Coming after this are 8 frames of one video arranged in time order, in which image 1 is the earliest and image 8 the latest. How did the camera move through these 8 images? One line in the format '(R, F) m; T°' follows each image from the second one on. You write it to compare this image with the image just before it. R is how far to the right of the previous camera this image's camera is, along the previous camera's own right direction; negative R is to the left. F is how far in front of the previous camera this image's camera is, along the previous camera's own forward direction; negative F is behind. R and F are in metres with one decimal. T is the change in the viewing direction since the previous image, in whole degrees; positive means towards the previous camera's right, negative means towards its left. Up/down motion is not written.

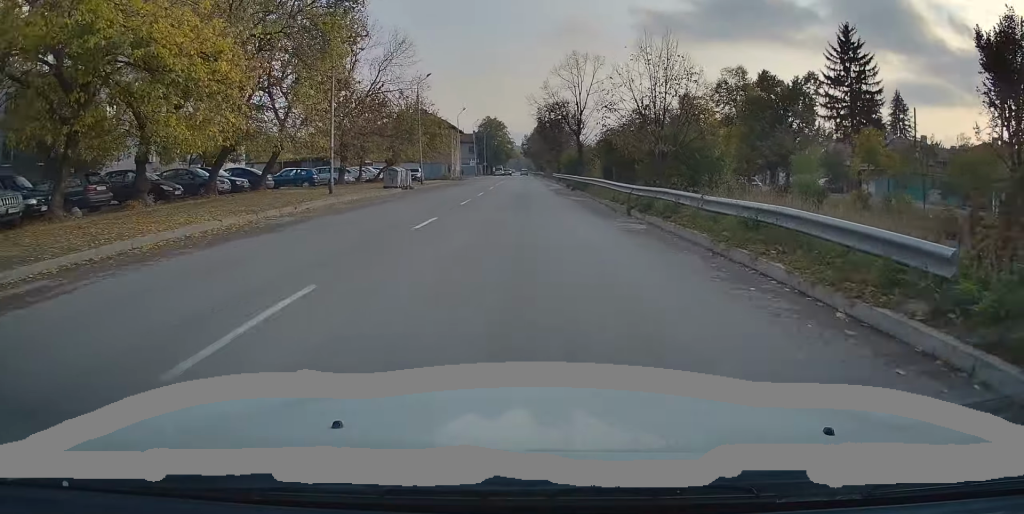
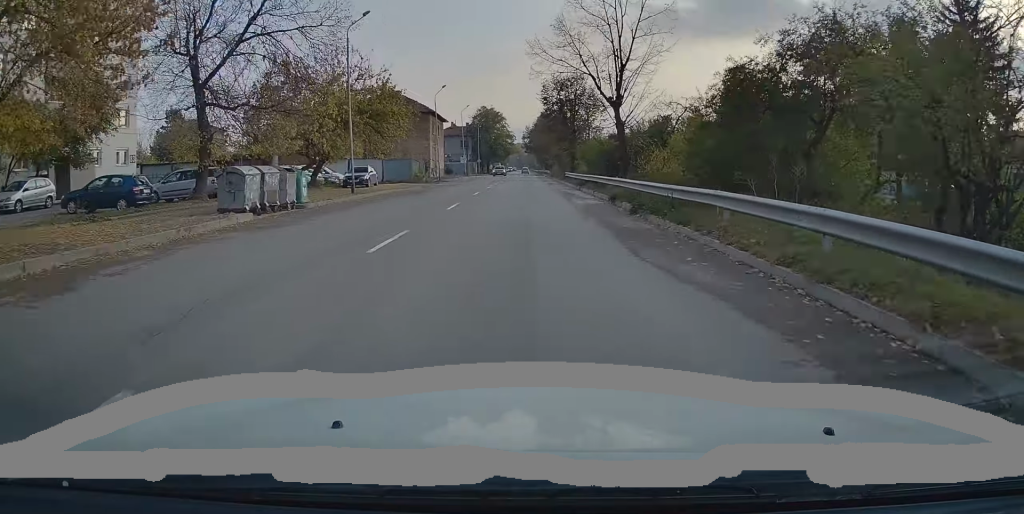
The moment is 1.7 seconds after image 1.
(0.0, +21.6) m; 0°
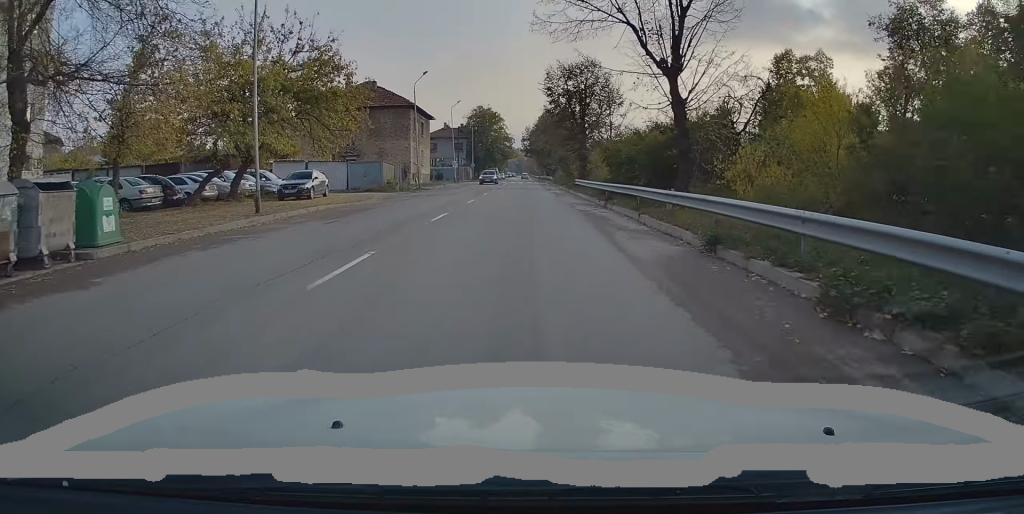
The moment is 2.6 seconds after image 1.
(+0.1, +11.6) m; 0°
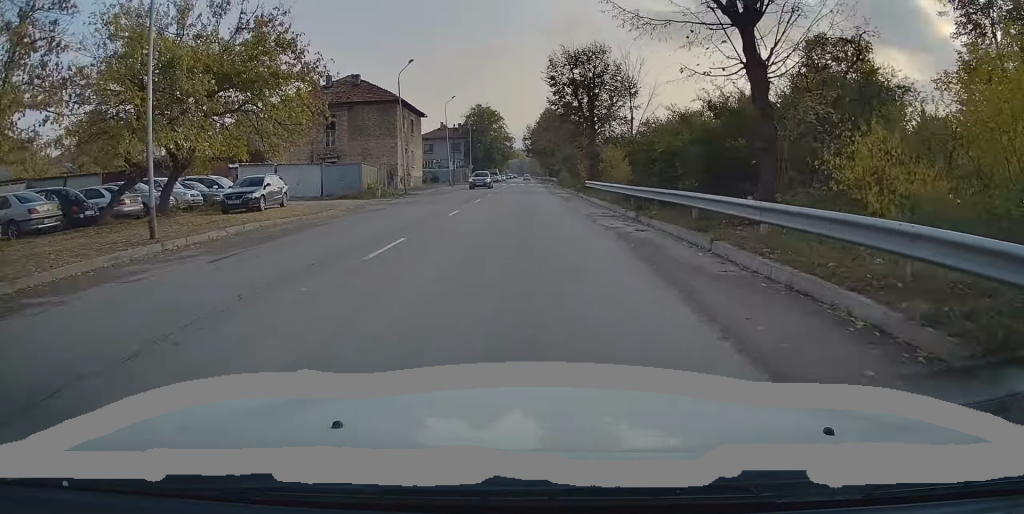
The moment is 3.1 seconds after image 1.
(-0.1, +6.4) m; 0°
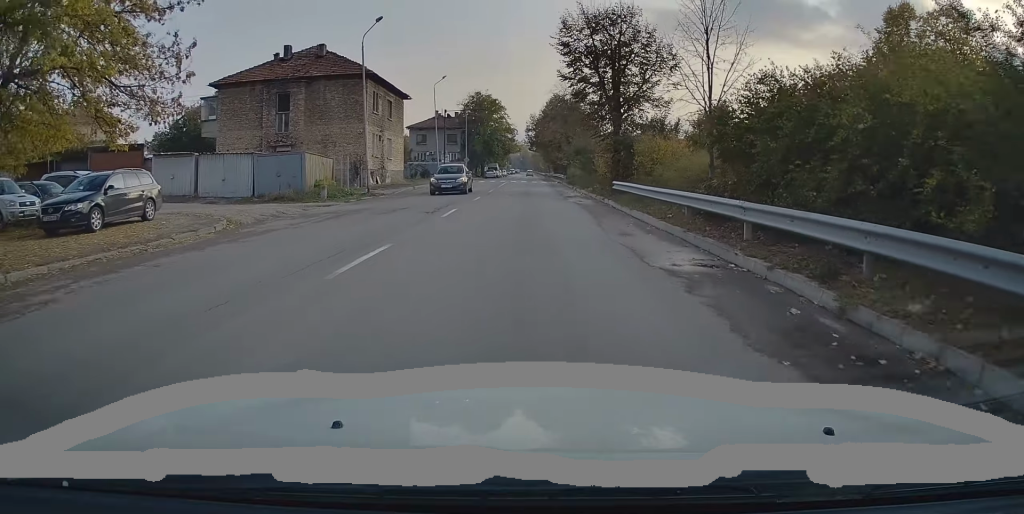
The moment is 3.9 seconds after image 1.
(0.0, +11.0) m; 0°
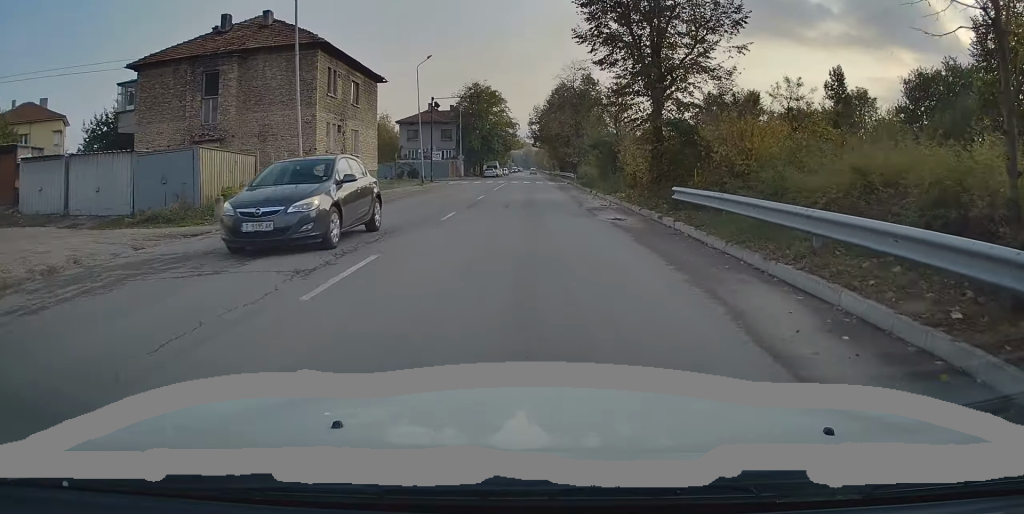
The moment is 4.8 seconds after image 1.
(0.0, +10.4) m; 0°
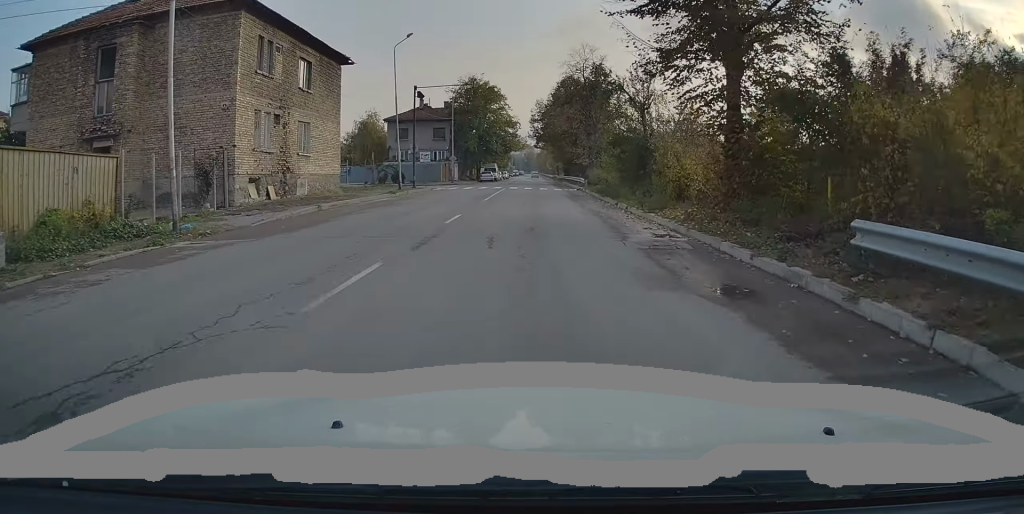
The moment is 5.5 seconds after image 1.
(-0.1, +9.1) m; 0°
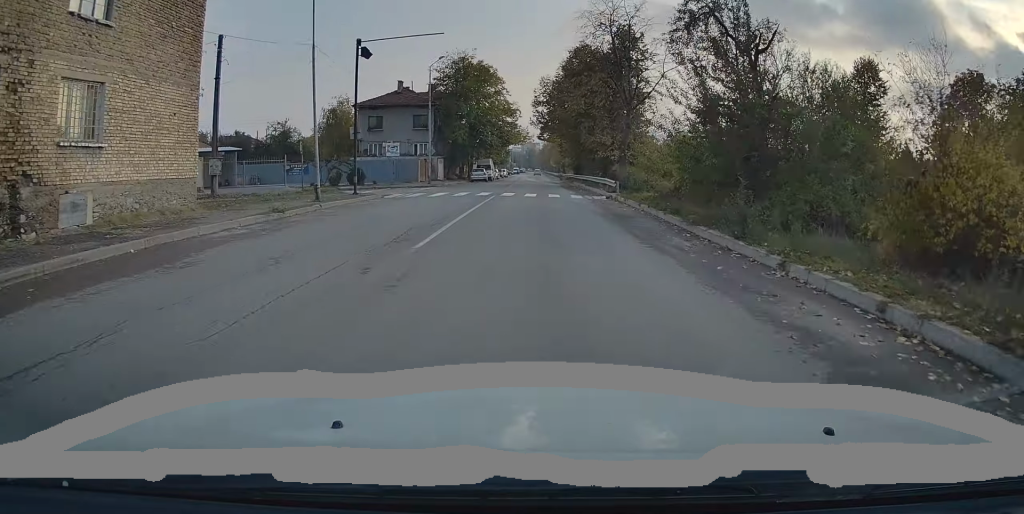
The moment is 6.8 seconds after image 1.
(+0.2, +15.7) m; +1°
